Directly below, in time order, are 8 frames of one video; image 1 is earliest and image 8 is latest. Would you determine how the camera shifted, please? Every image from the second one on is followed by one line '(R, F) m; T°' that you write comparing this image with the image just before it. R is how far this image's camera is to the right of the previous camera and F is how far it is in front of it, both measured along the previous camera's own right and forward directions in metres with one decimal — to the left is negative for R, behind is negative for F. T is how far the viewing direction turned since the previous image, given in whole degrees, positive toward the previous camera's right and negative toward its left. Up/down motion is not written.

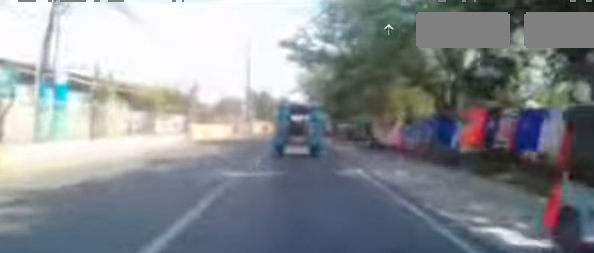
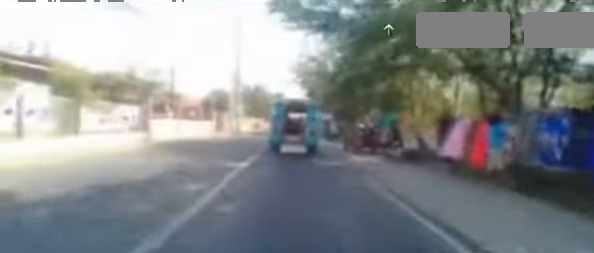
(+0.4, +6.0) m; +3°
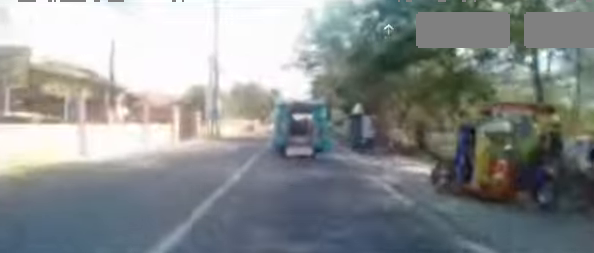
(0.0, +9.6) m; +1°
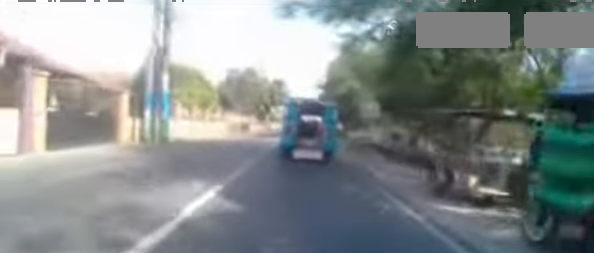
(+0.1, +11.3) m; 0°
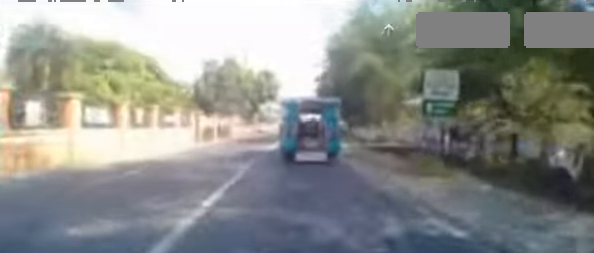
(-0.1, +8.6) m; 0°
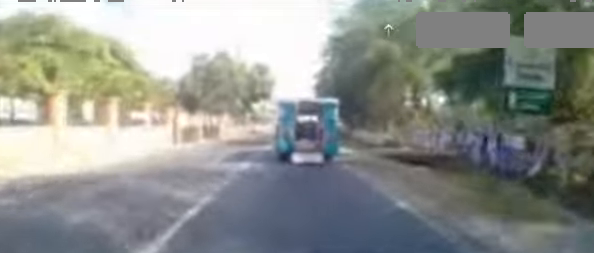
(0.0, +3.4) m; 0°
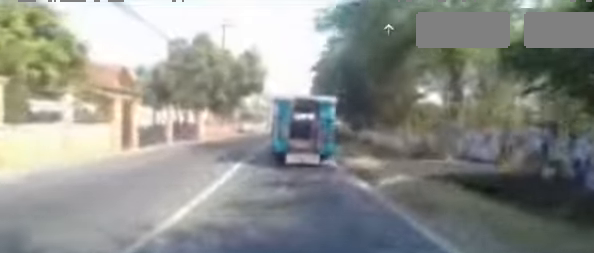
(0.0, +5.4) m; 0°
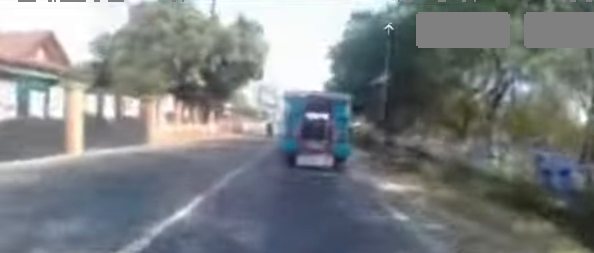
(0.0, +9.1) m; -1°
